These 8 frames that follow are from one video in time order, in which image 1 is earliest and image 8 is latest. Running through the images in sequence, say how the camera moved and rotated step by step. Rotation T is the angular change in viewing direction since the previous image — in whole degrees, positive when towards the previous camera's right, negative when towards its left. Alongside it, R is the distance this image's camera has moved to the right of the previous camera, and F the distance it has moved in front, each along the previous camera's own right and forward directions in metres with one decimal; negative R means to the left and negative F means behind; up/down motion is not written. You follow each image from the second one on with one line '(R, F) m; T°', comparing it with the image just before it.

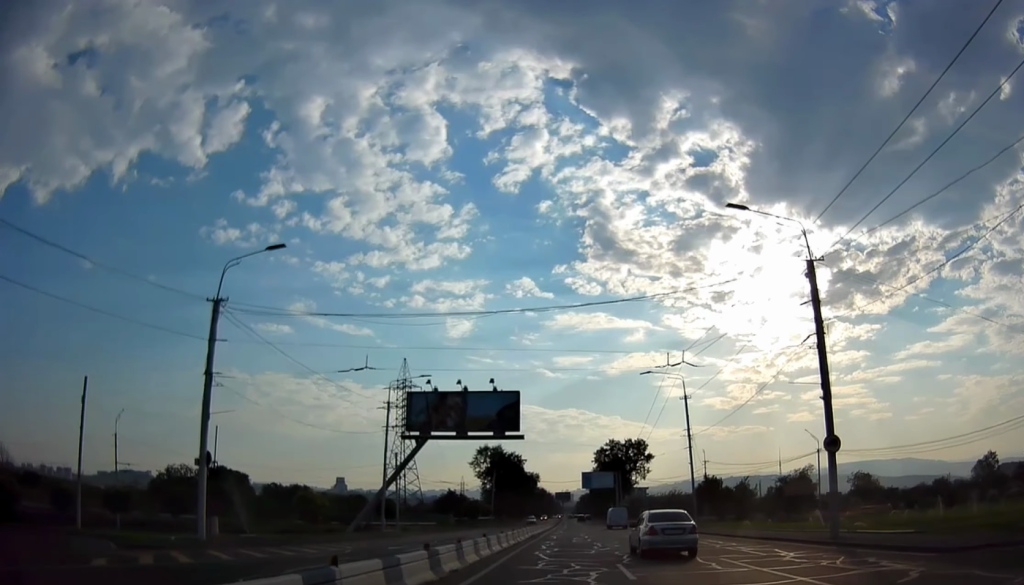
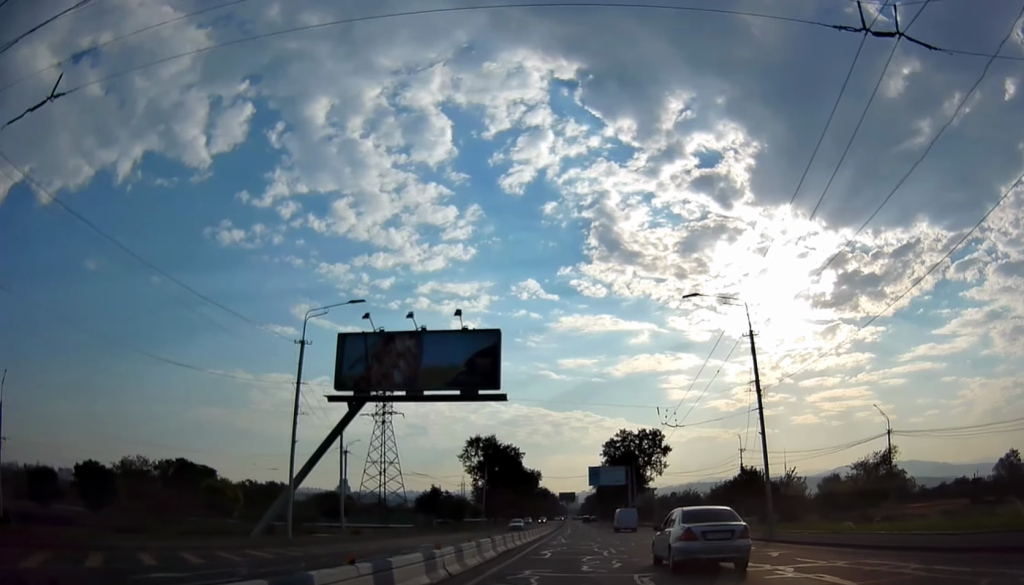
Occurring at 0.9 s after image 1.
(+0.4, +18.4) m; -1°
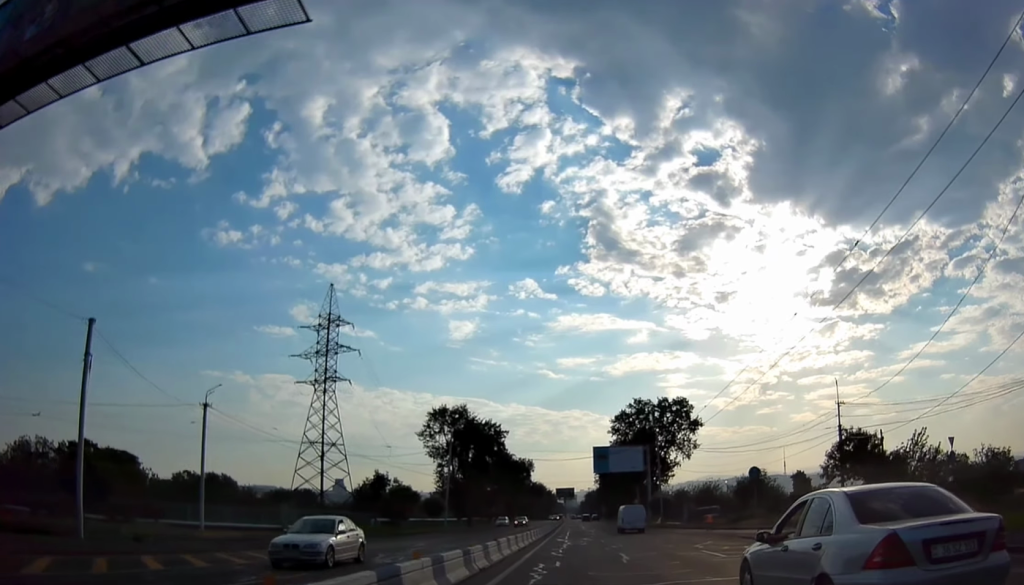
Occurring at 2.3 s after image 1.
(-0.9, +30.1) m; -1°
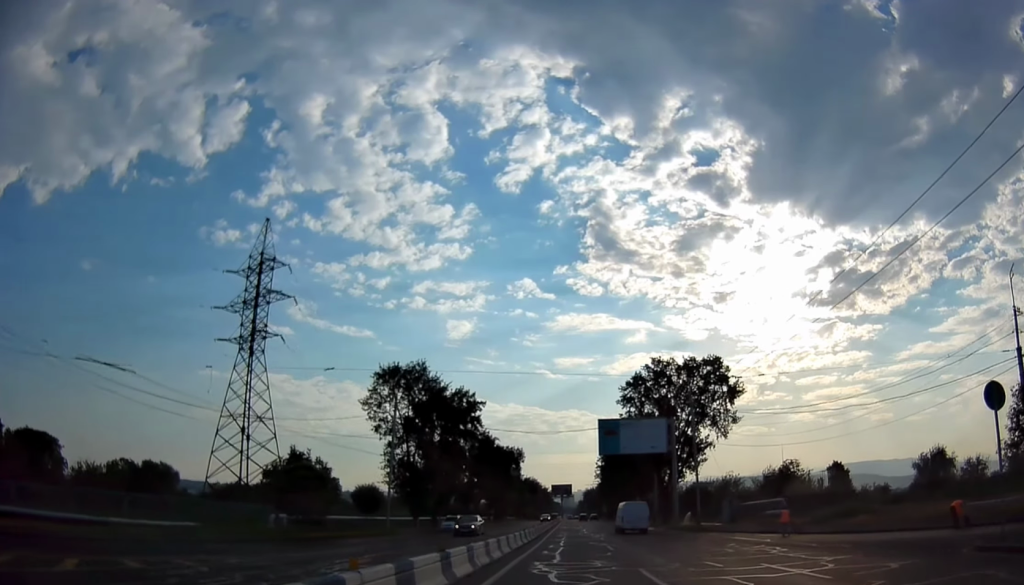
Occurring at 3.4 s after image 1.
(+0.3, +23.0) m; +1°
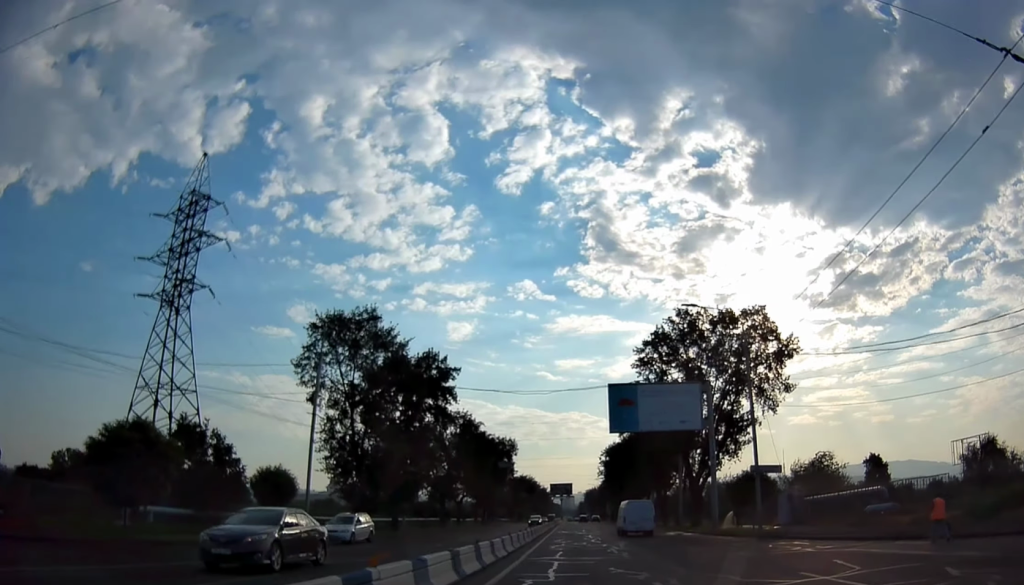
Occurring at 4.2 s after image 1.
(+0.1, +16.6) m; 0°
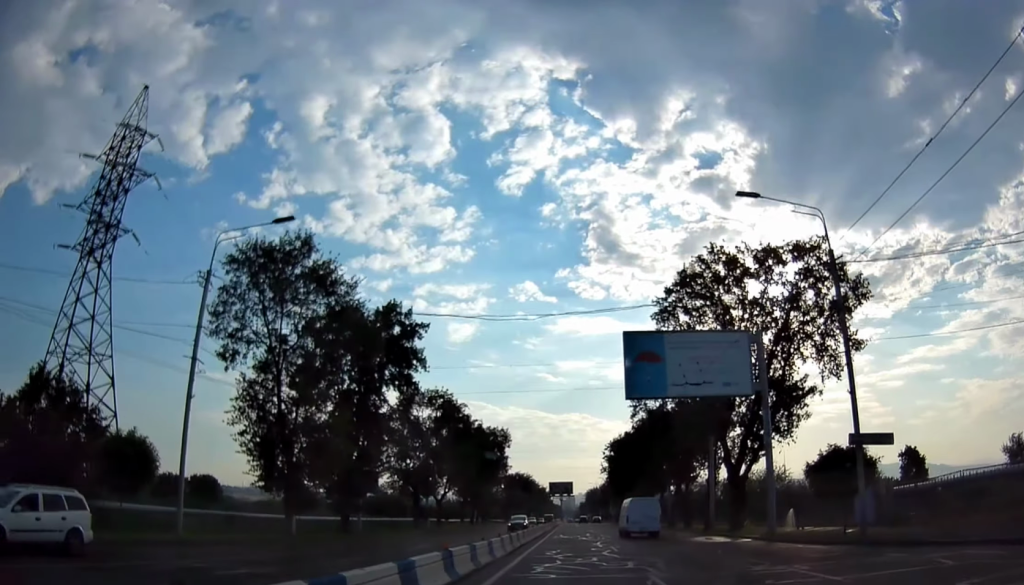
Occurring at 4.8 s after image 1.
(-0.4, +12.5) m; 0°
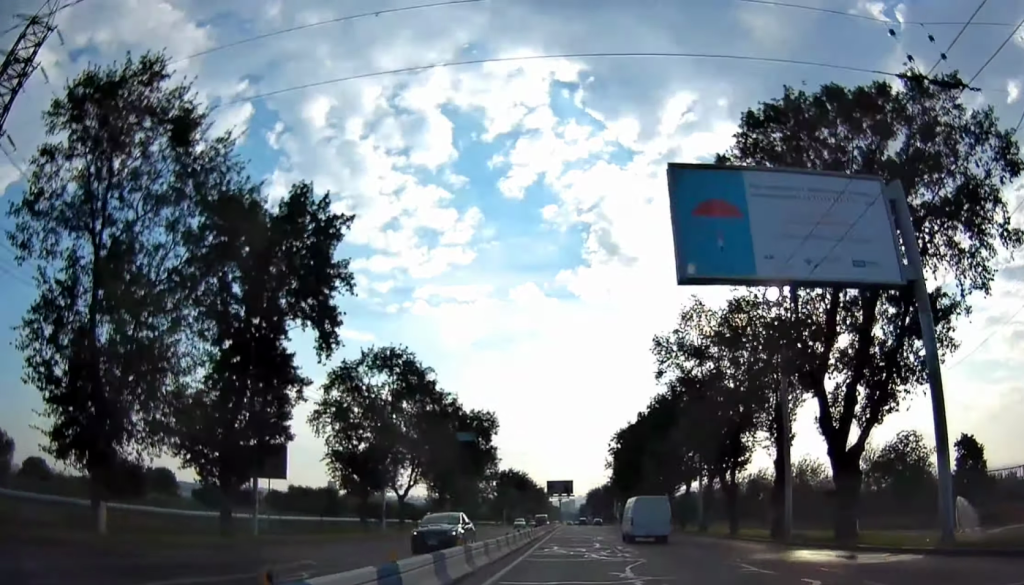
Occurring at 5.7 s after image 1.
(+0.3, +16.4) m; +1°
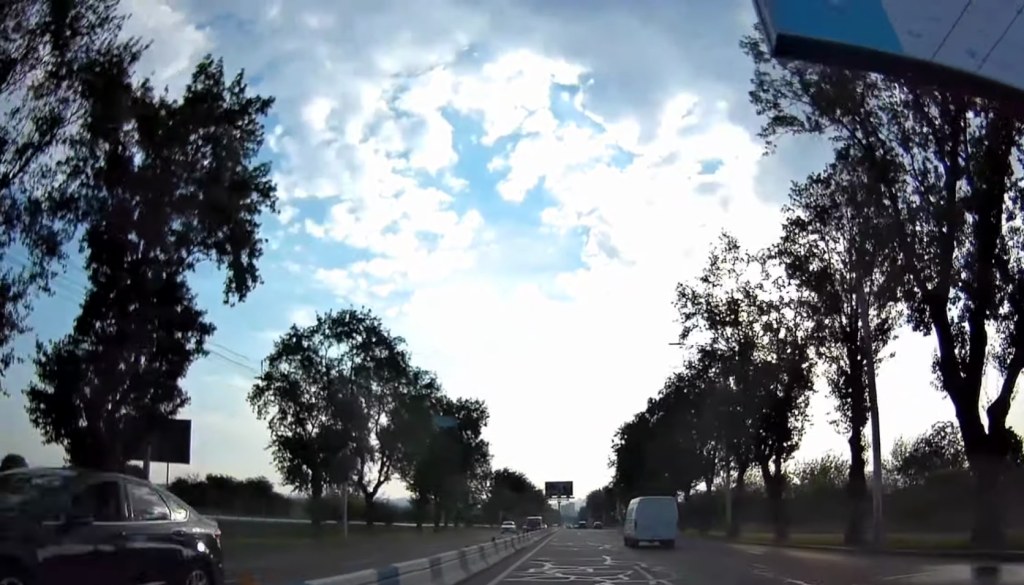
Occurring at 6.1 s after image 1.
(+0.1, +8.7) m; 0°
